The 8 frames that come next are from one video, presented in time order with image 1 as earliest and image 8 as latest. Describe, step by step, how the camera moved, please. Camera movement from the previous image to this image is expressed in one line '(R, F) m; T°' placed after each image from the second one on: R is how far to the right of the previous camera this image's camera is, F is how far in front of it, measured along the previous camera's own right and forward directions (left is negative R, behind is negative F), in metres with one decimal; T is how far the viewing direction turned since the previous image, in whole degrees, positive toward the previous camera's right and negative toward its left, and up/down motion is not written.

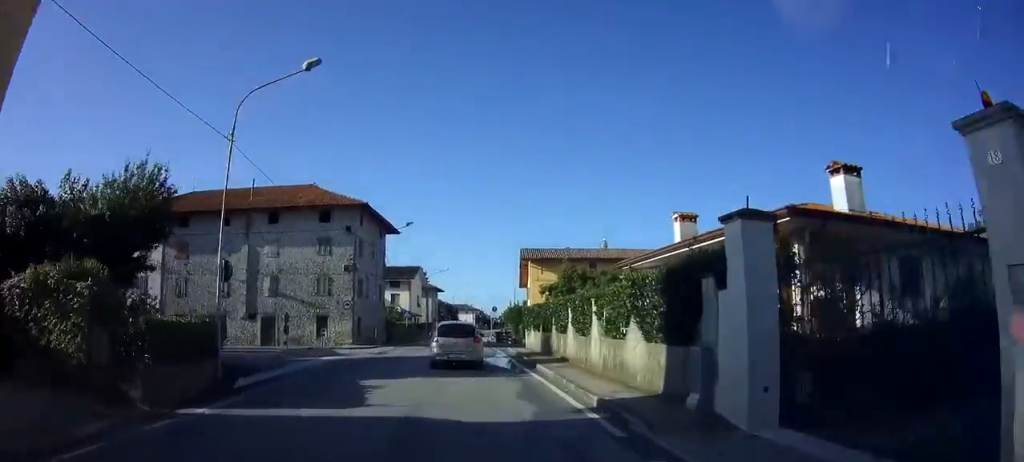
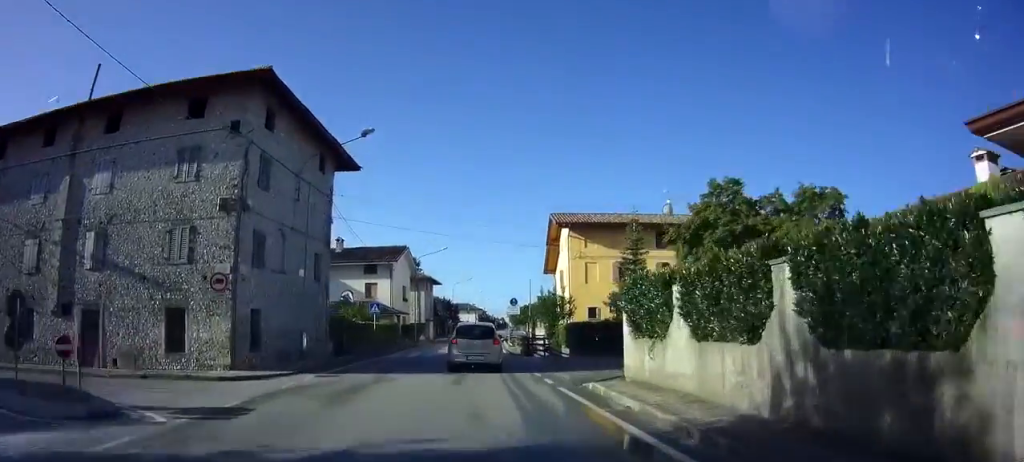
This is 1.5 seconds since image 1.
(-0.1, +18.4) m; 0°
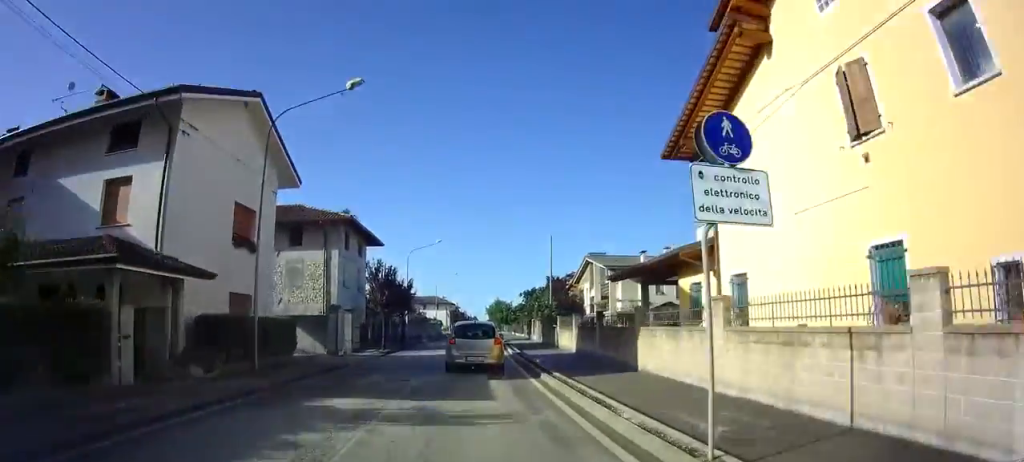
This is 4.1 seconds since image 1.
(+0.4, +34.9) m; +3°
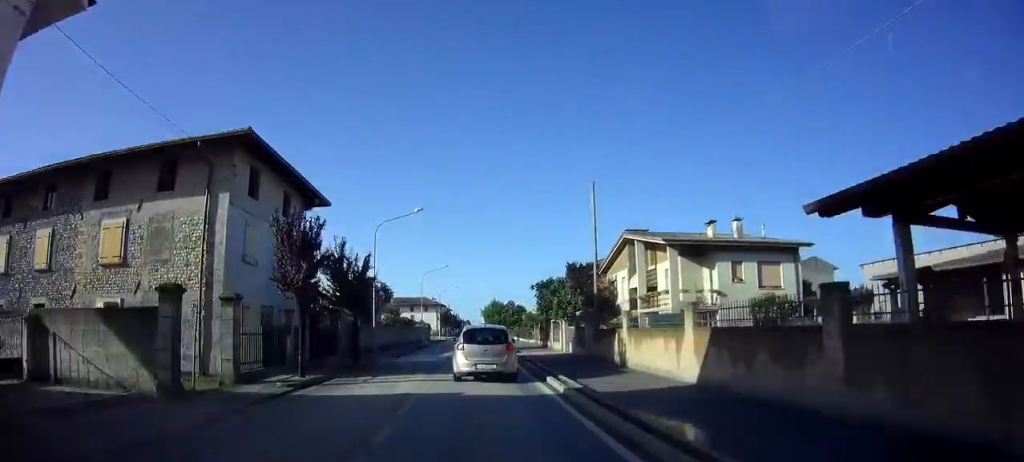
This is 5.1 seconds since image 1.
(+0.3, +13.8) m; +1°
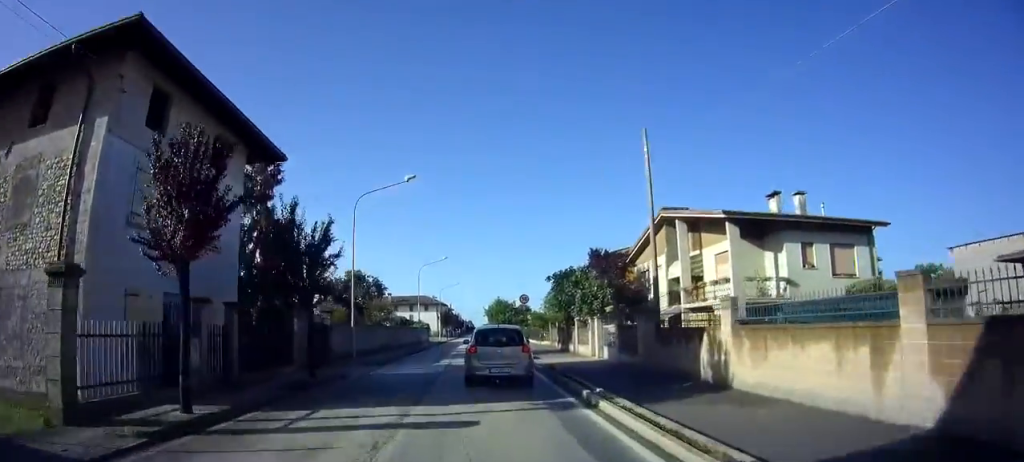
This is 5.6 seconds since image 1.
(0.0, +7.2) m; 0°
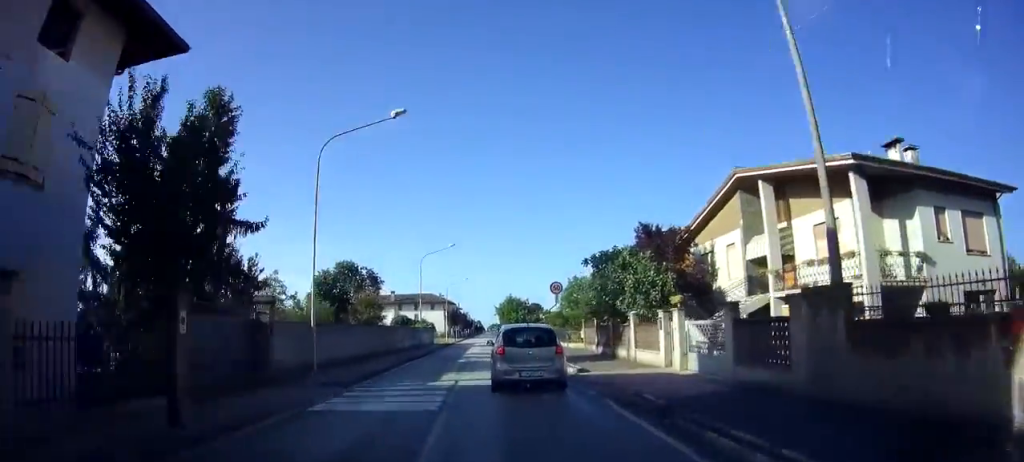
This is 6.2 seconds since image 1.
(0.0, +8.0) m; 0°
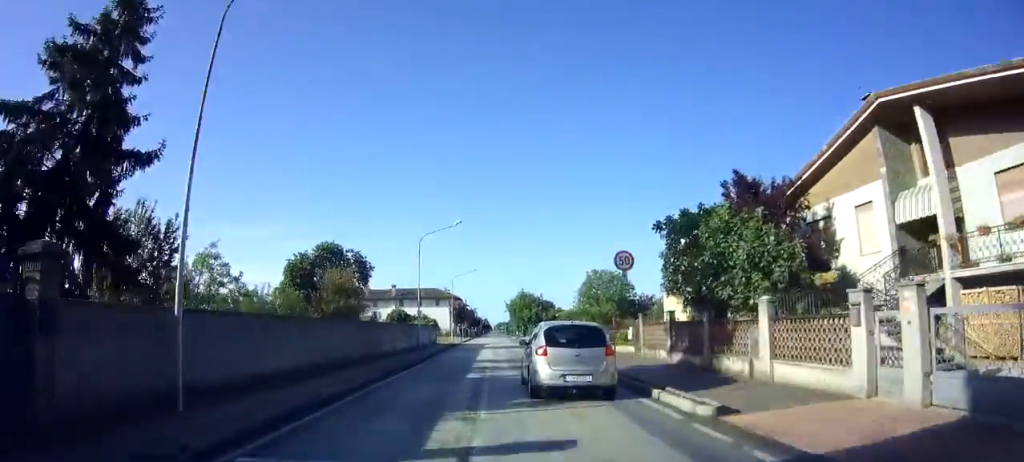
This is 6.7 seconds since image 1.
(0.0, +8.6) m; 0°
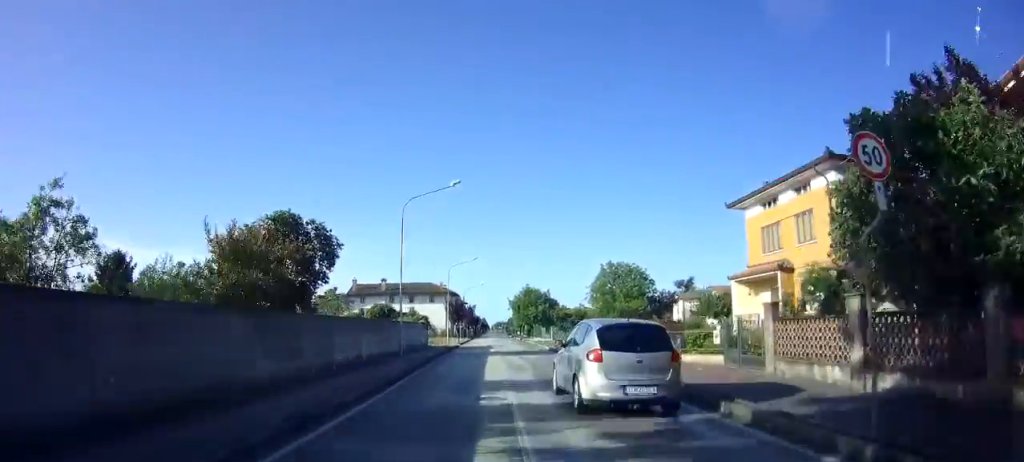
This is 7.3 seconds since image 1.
(-0.1, +9.8) m; 0°
